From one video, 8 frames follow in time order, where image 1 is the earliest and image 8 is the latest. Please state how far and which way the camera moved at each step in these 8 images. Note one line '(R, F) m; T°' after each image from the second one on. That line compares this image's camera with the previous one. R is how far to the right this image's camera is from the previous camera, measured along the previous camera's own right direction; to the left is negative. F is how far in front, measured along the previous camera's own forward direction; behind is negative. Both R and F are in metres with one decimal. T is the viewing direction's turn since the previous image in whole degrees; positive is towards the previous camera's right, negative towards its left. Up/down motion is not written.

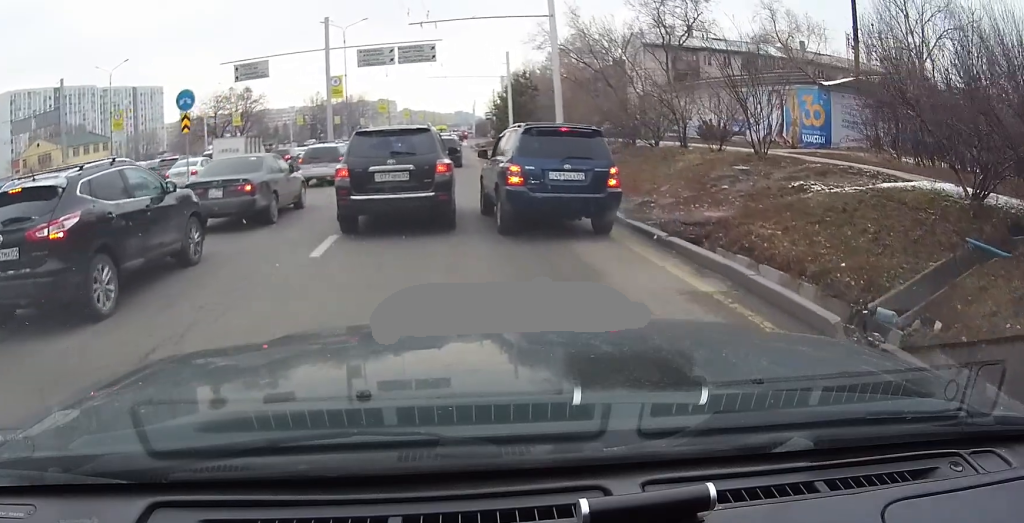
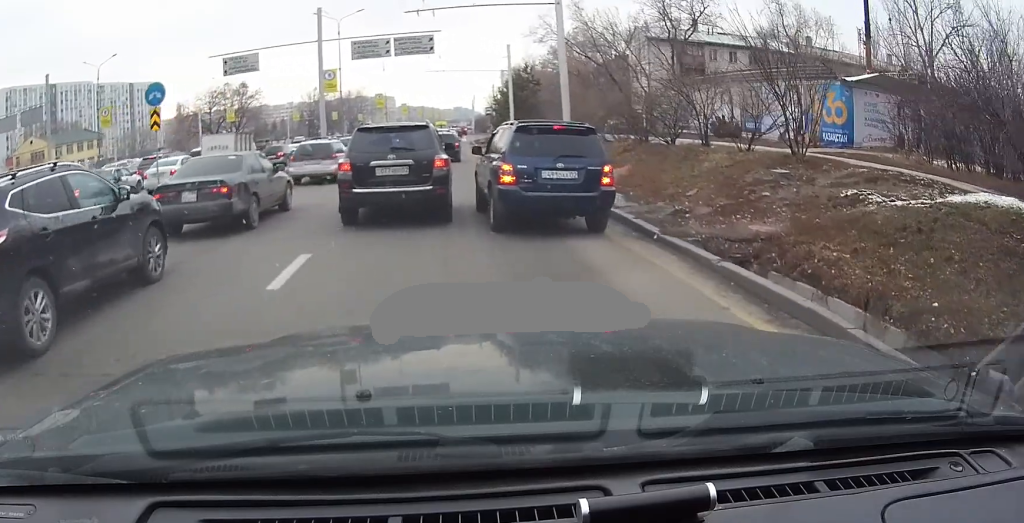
(0.0, +2.0) m; 0°
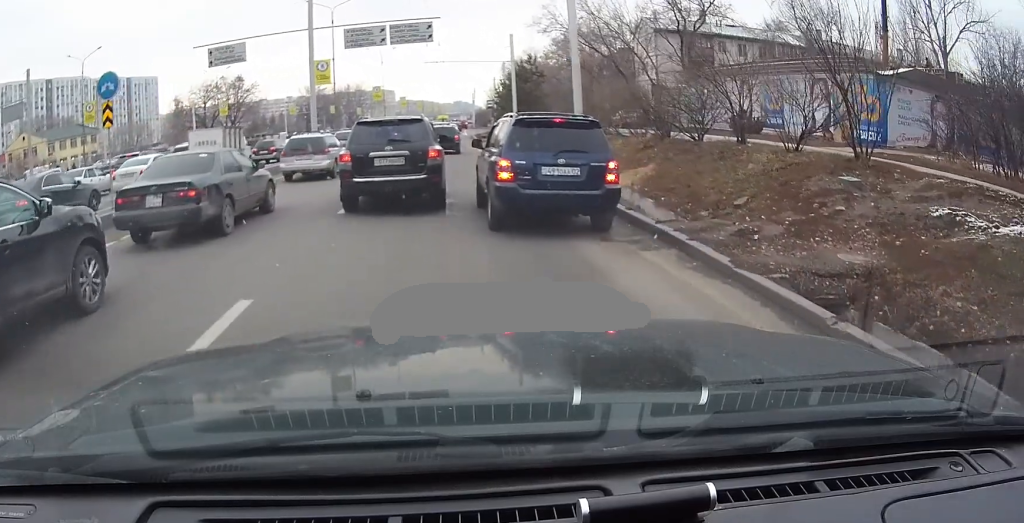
(-0.1, +2.5) m; 0°
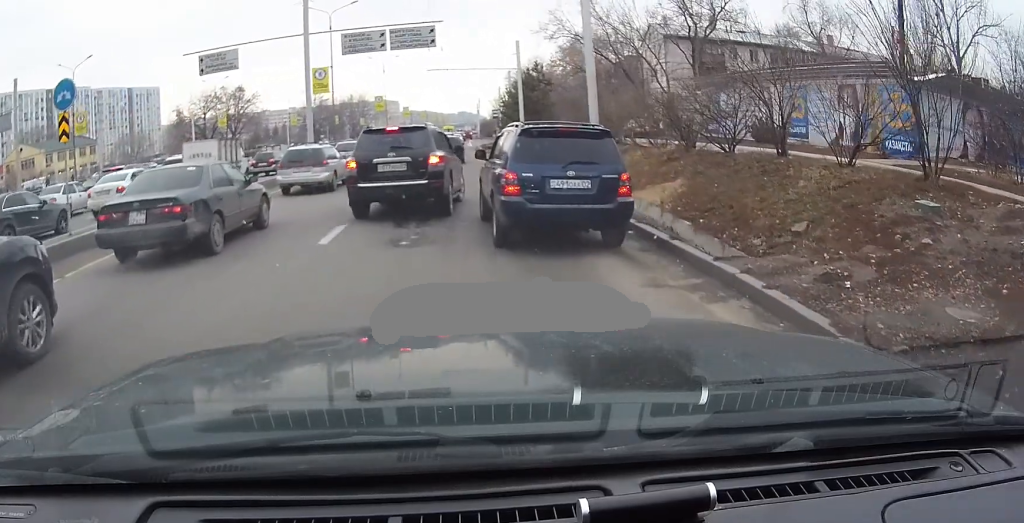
(0.0, +1.9) m; 0°
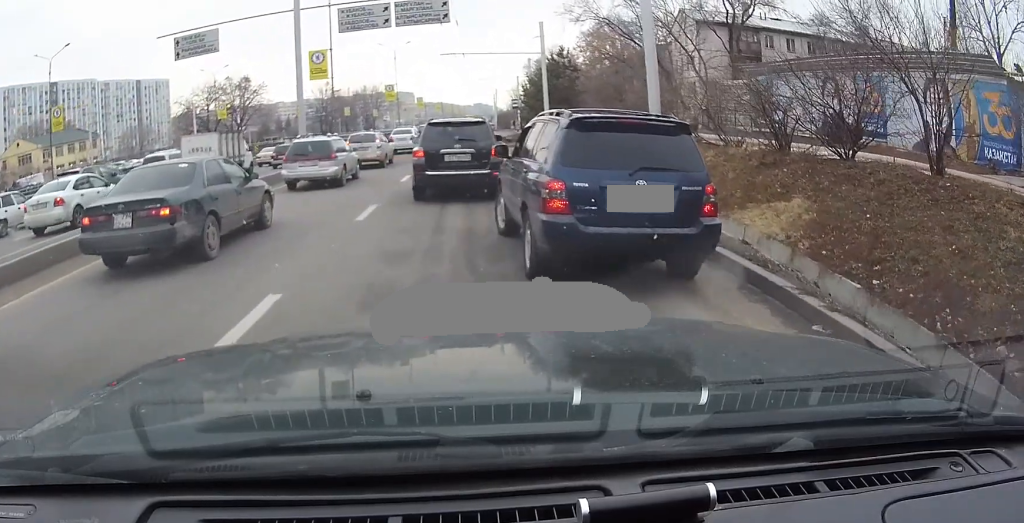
(0.0, +5.2) m; 0°
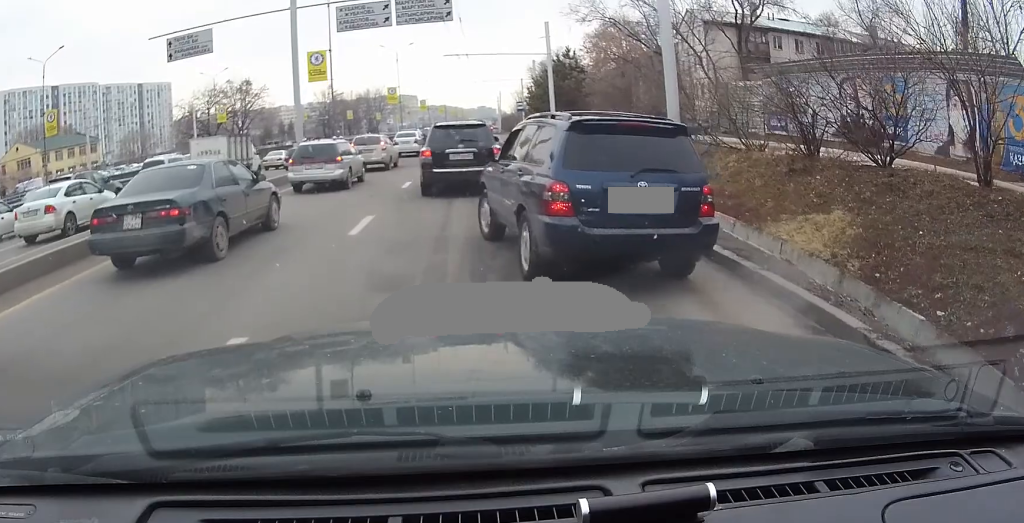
(0.0, +1.7) m; 0°
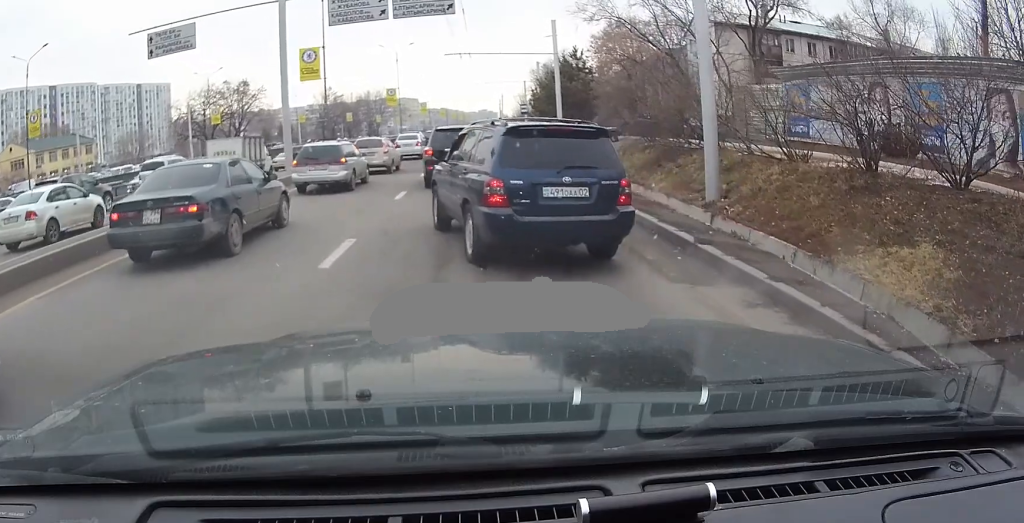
(0.0, +3.1) m; 0°
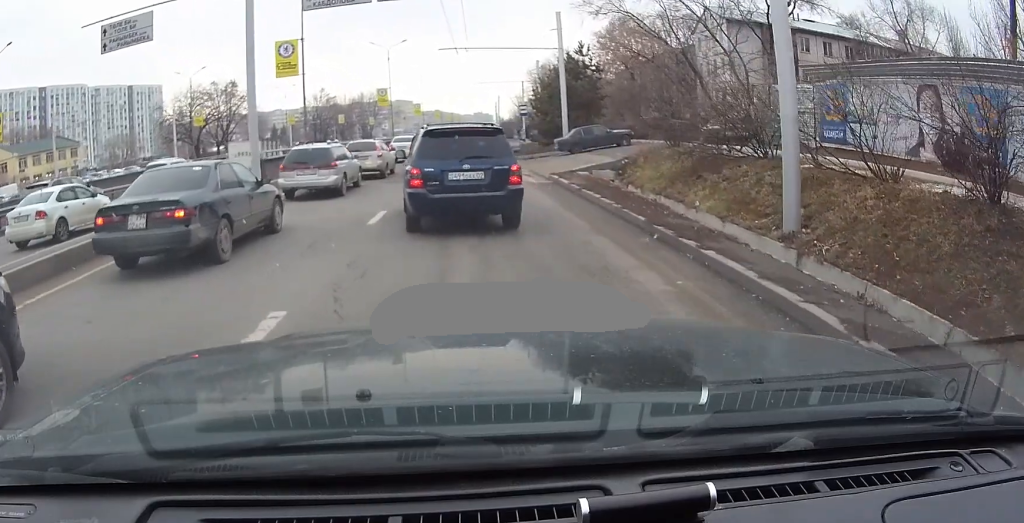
(0.0, +5.2) m; 0°
